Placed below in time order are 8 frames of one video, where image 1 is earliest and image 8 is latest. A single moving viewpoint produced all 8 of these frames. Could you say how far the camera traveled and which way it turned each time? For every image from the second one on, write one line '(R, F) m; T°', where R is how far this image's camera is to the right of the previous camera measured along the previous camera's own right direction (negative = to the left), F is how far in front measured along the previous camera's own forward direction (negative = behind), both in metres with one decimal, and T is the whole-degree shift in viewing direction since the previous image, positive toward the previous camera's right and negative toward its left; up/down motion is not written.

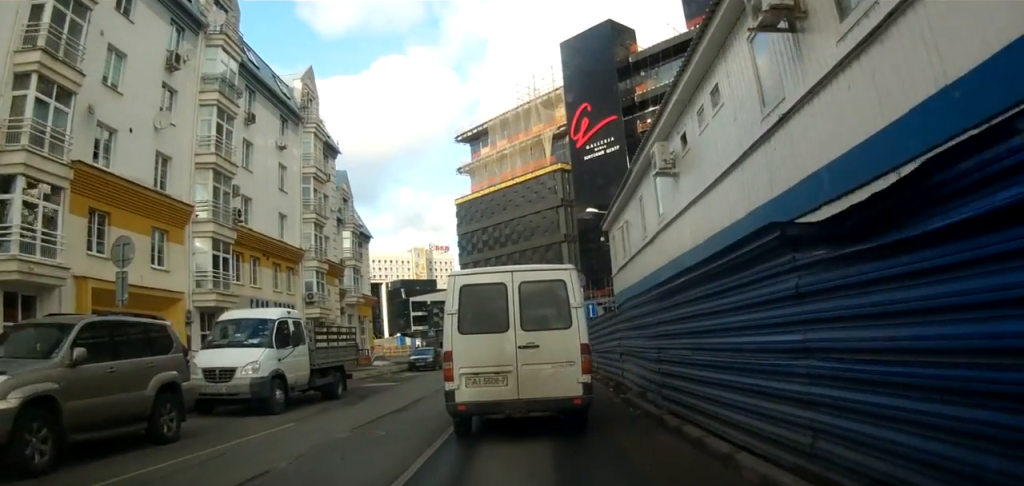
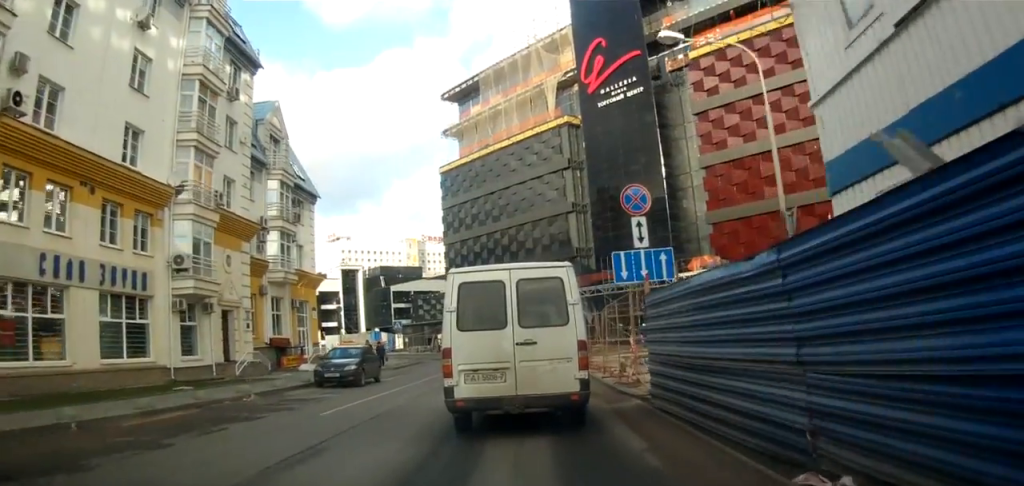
(-0.1, +16.7) m; -1°
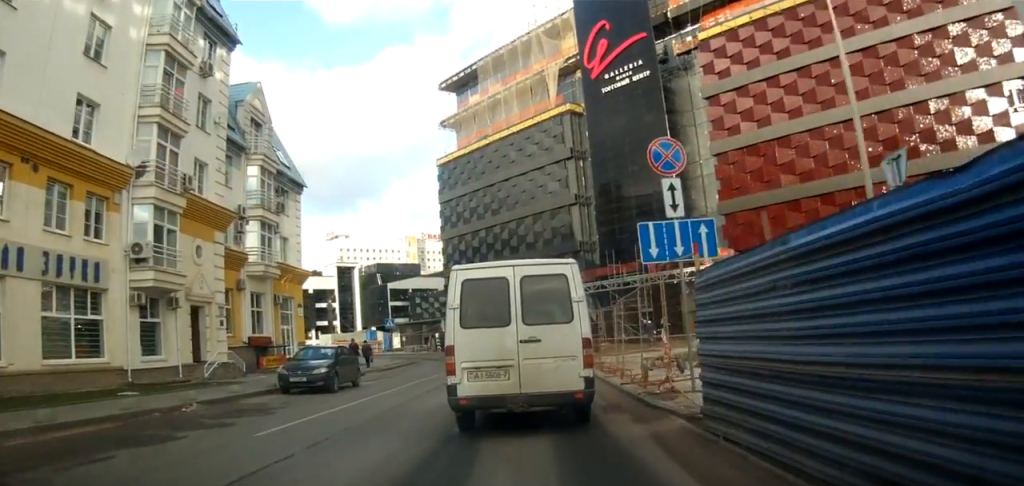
(0.0, +3.3) m; 0°
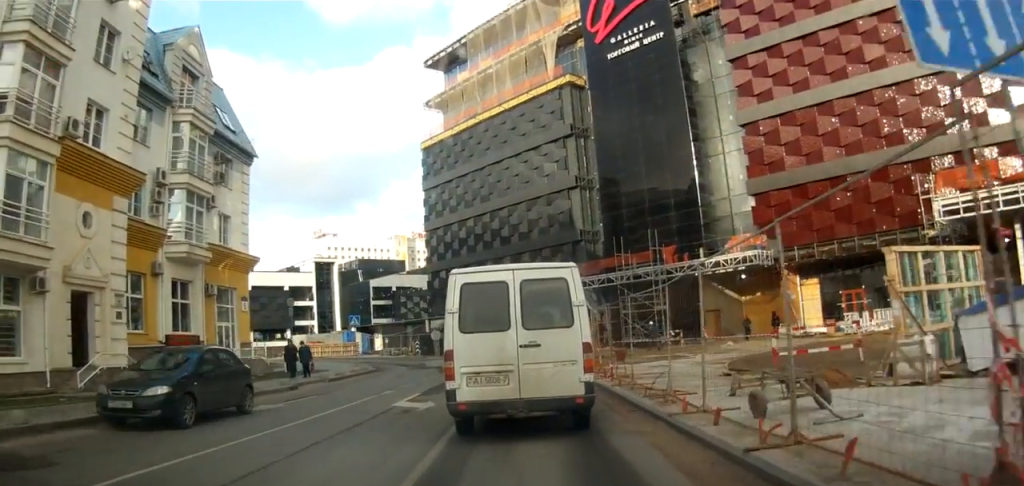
(+0.1, +8.2) m; -1°
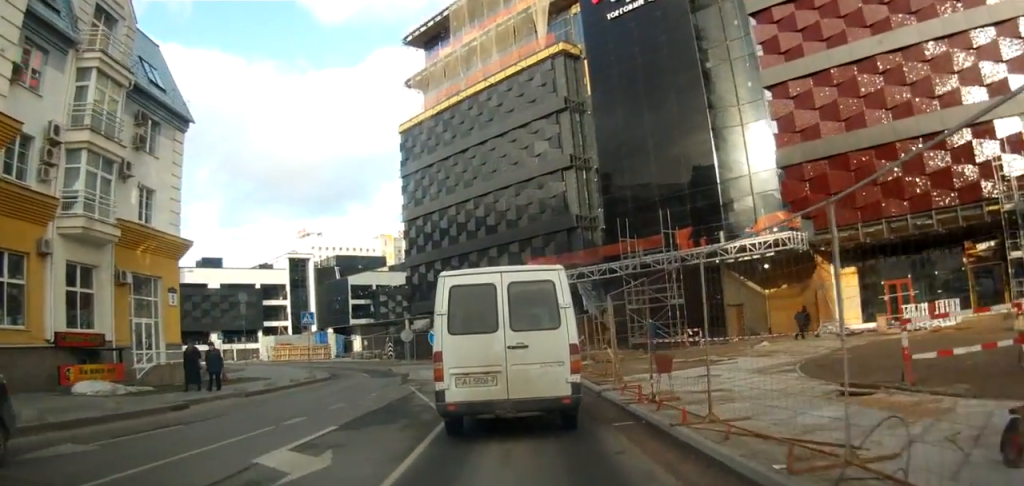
(-0.2, +7.4) m; 0°
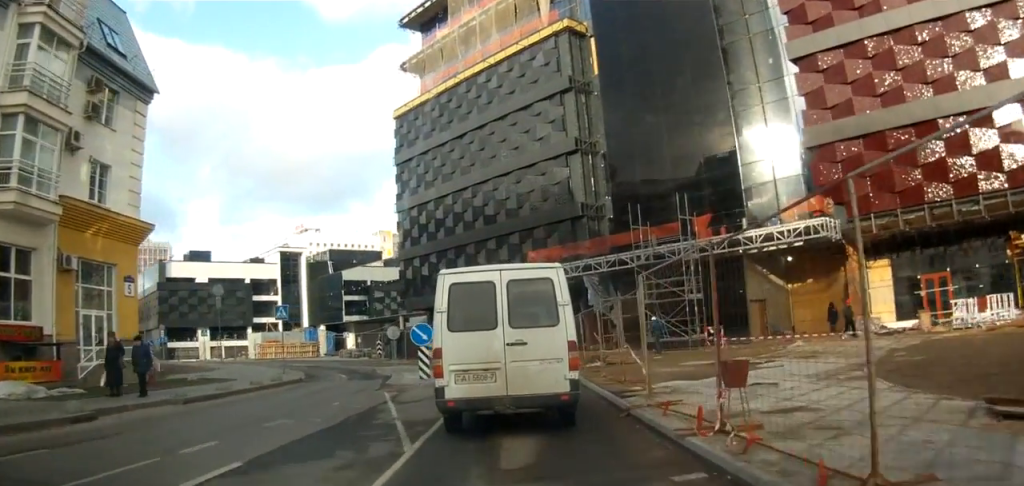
(-0.1, +4.4) m; +1°
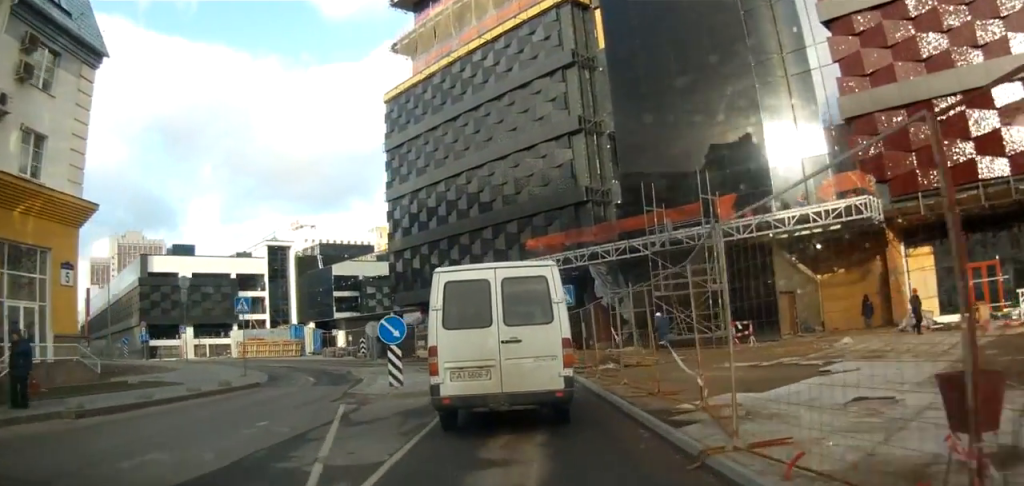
(+0.3, +4.8) m; +1°
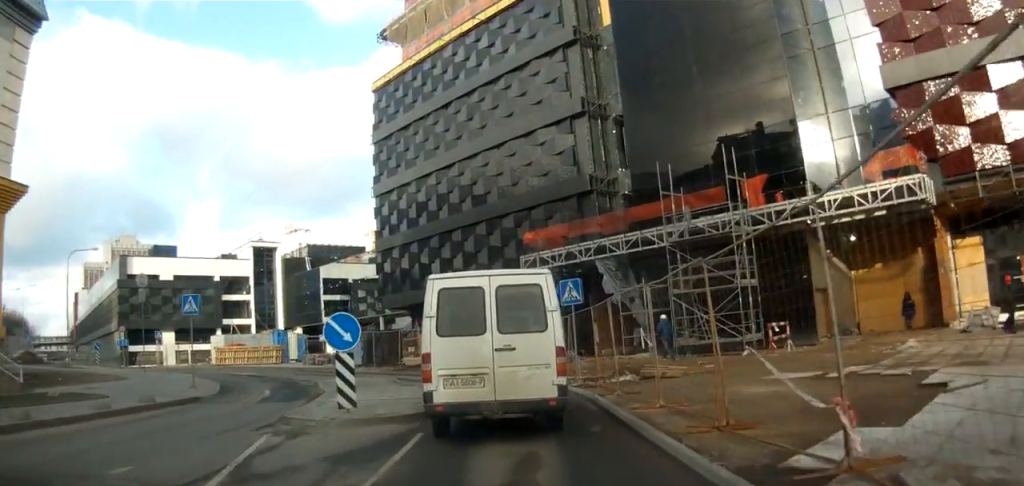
(0.0, +4.8) m; -1°
